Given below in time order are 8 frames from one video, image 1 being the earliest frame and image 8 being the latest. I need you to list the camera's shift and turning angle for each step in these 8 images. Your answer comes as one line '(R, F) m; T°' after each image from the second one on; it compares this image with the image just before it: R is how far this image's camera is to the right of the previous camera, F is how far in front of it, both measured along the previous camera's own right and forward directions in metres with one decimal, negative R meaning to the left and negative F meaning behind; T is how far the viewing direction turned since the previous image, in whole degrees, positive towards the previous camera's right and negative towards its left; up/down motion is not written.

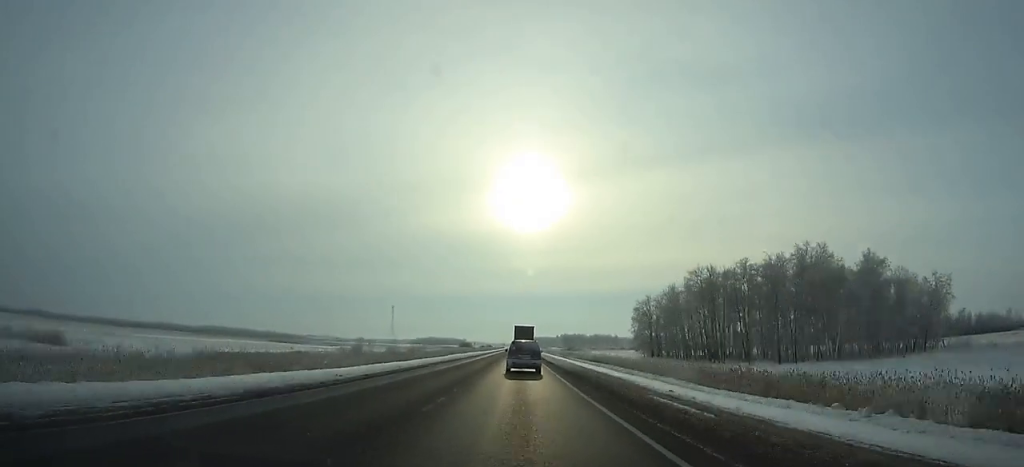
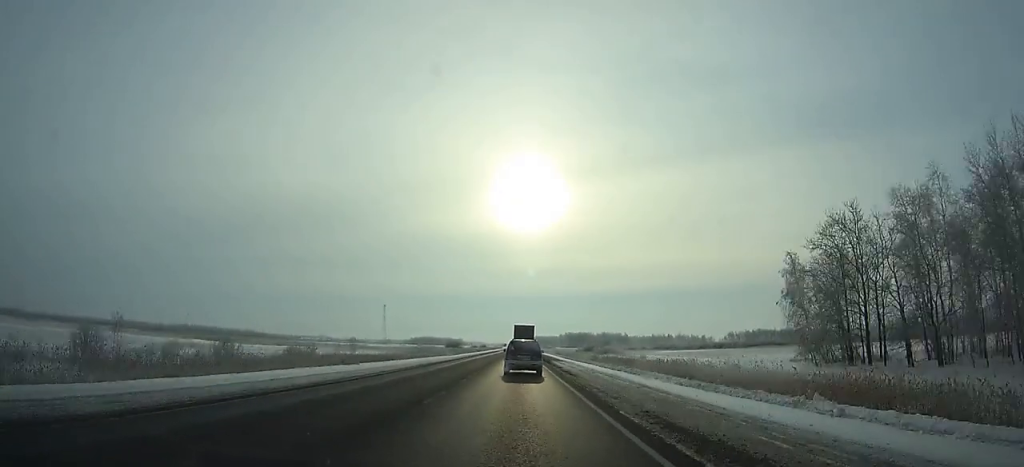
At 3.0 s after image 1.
(+0.2, +70.0) m; 0°
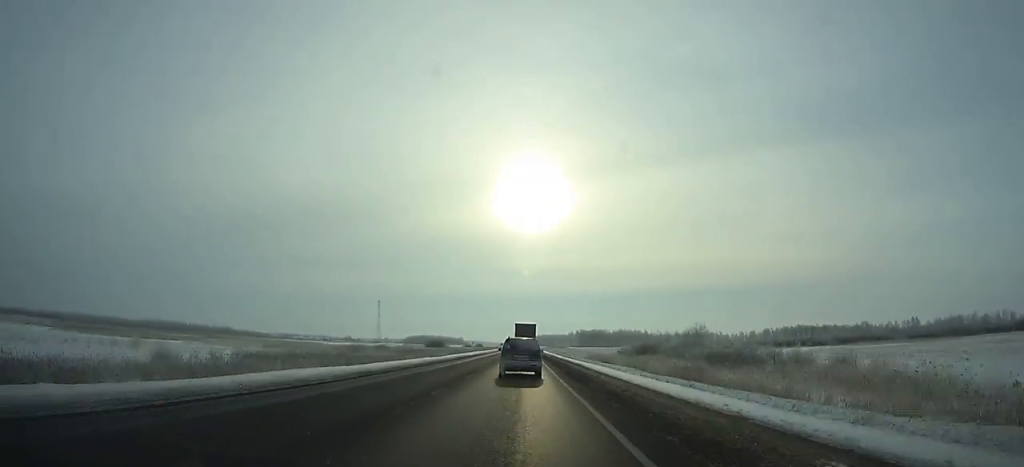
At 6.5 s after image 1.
(-0.1, +81.1) m; 0°
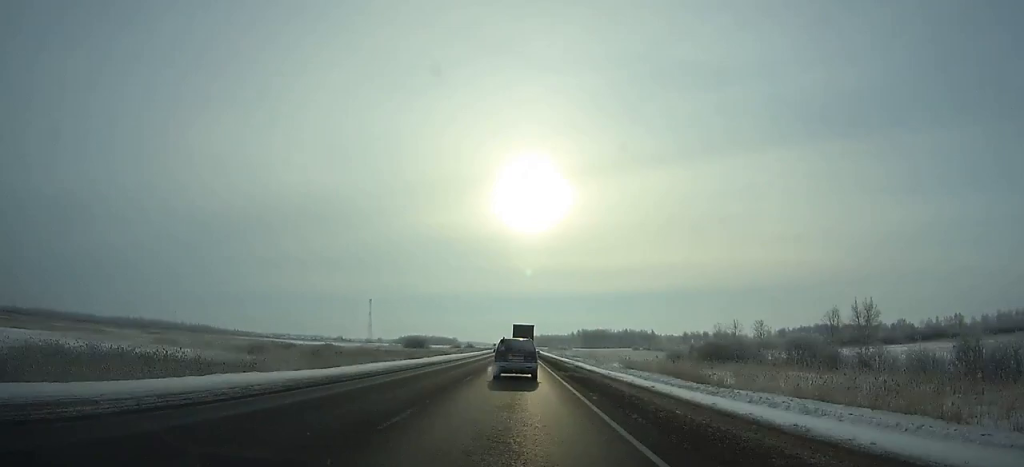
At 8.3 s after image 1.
(-0.1, +41.6) m; 0°
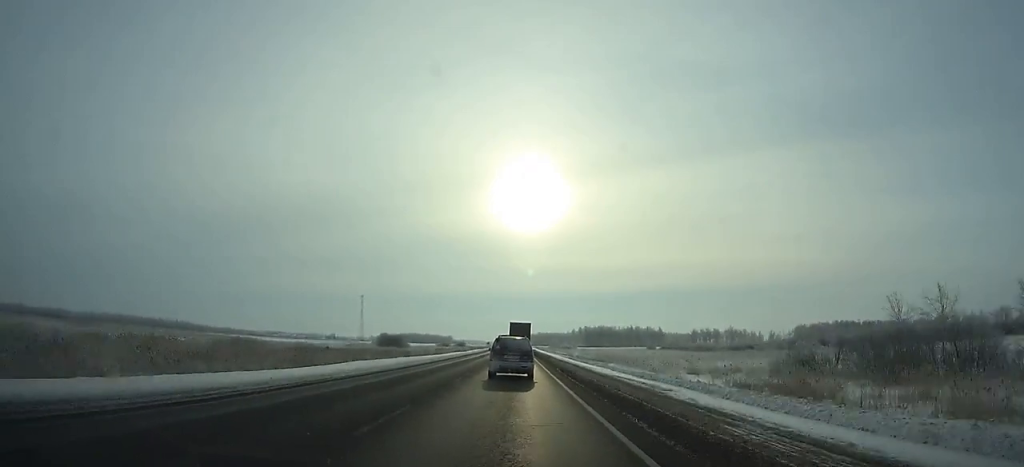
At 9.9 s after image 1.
(0.0, +36.8) m; 0°
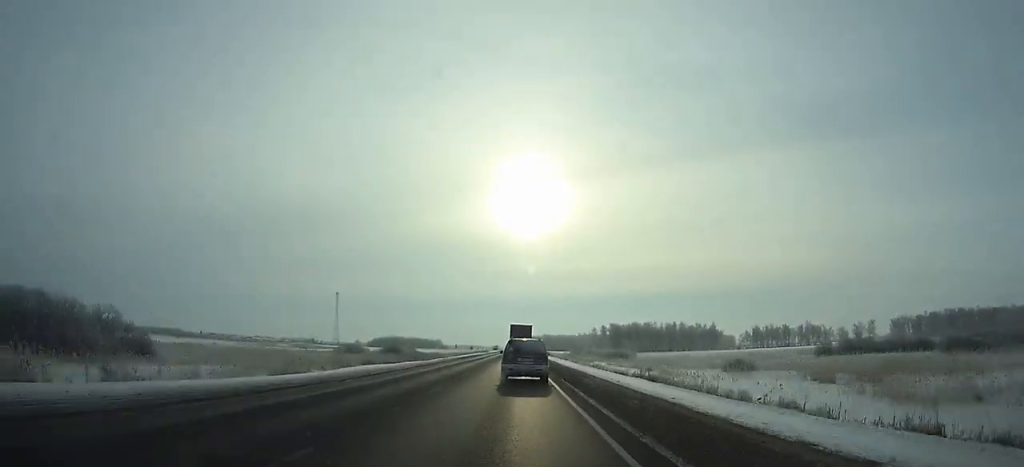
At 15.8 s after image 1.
(-0.1, +135.8) m; 0°
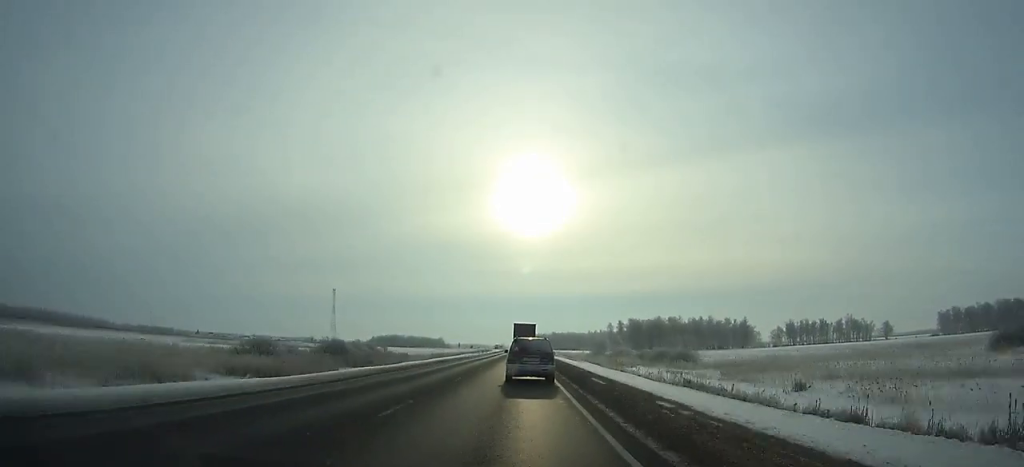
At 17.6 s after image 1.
(-0.1, +41.6) m; 0°
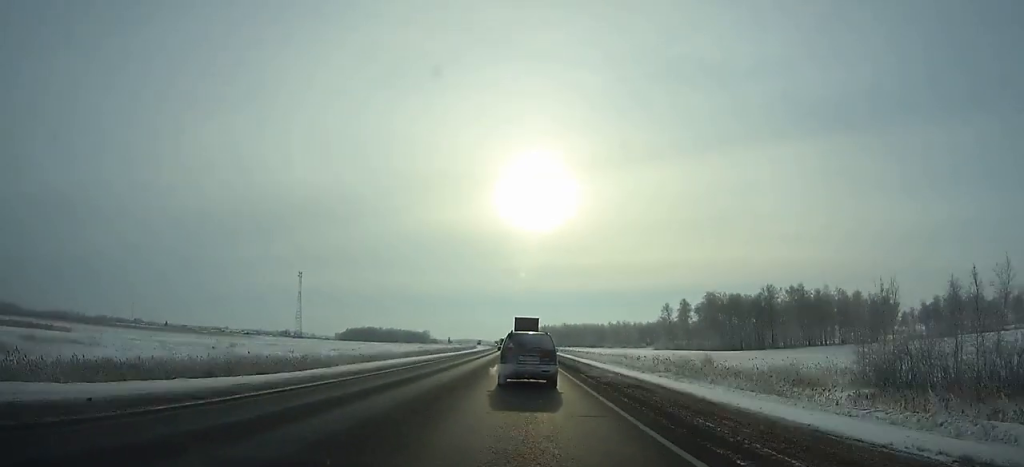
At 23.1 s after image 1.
(-0.4, +127.4) m; 0°
